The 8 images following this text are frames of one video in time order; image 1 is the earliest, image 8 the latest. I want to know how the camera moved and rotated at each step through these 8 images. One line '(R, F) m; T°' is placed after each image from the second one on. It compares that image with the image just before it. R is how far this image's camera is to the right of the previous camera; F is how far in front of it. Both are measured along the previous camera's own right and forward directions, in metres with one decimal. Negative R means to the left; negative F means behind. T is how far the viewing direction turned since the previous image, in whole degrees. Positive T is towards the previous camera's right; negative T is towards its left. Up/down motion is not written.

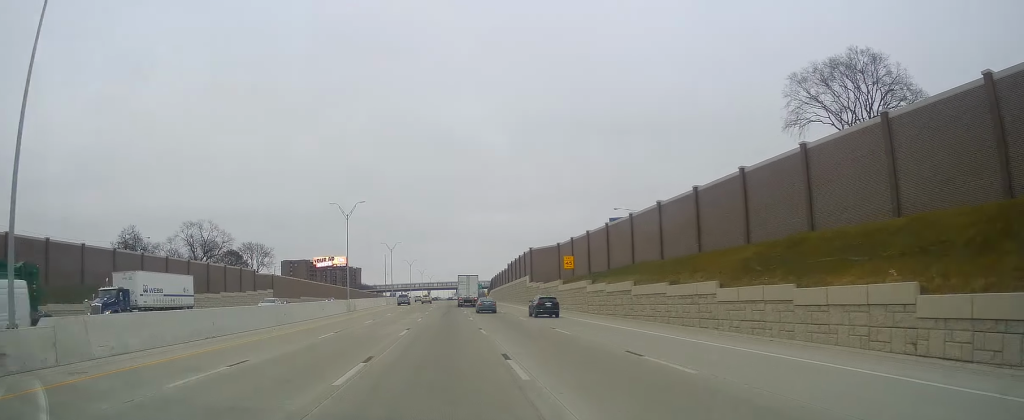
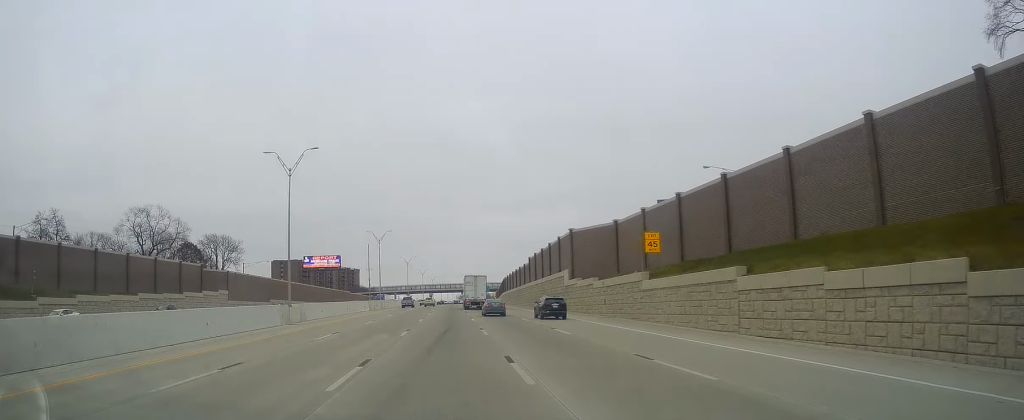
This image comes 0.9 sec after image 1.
(+0.1, +30.8) m; 0°
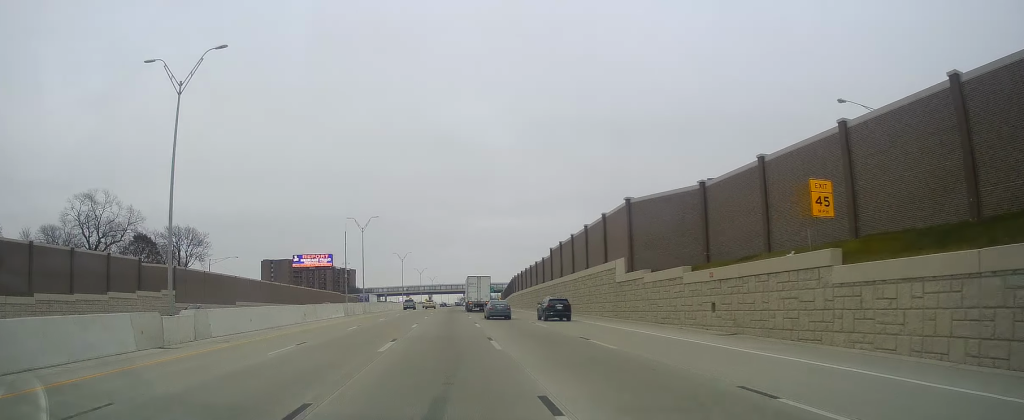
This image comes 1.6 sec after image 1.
(+0.1, +22.1) m; 0°
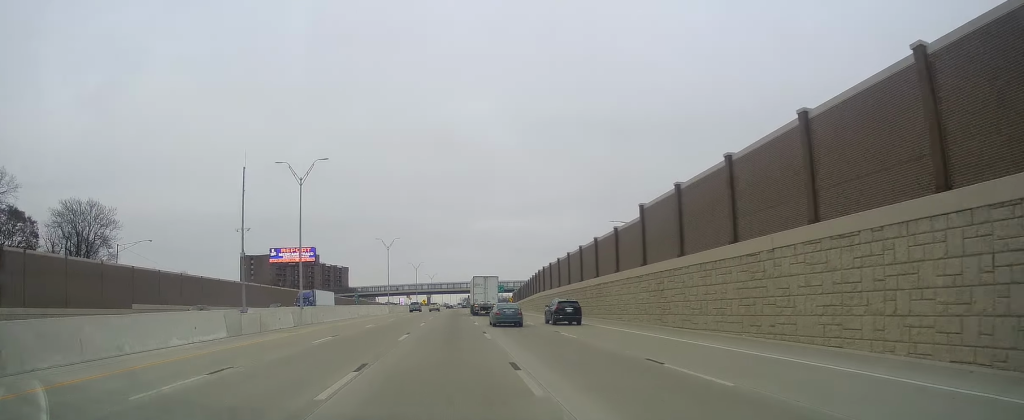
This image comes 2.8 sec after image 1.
(-0.3, +38.7) m; -1°
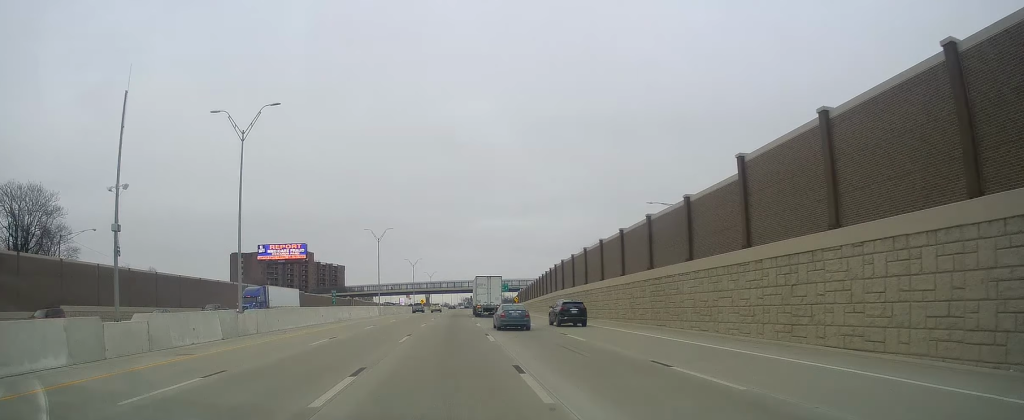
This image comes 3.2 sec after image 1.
(-0.3, +15.4) m; 0°
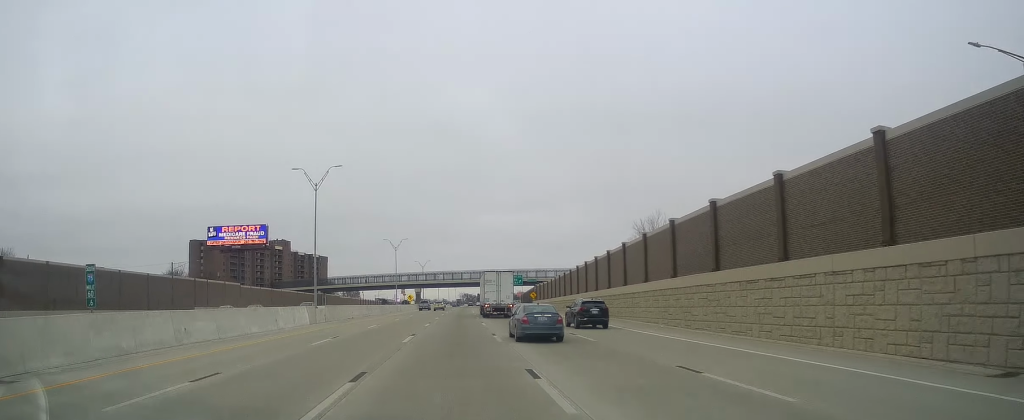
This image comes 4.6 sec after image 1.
(+0.6, +44.1) m; +1°
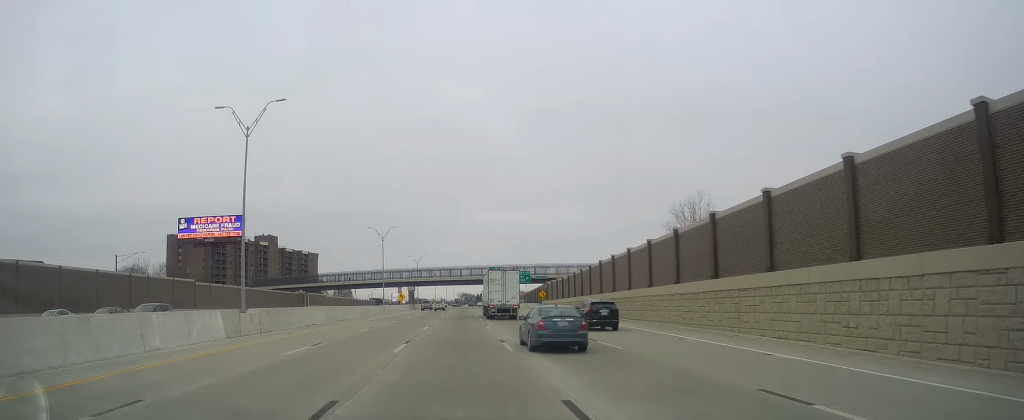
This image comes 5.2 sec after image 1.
(0.0, +18.4) m; 0°
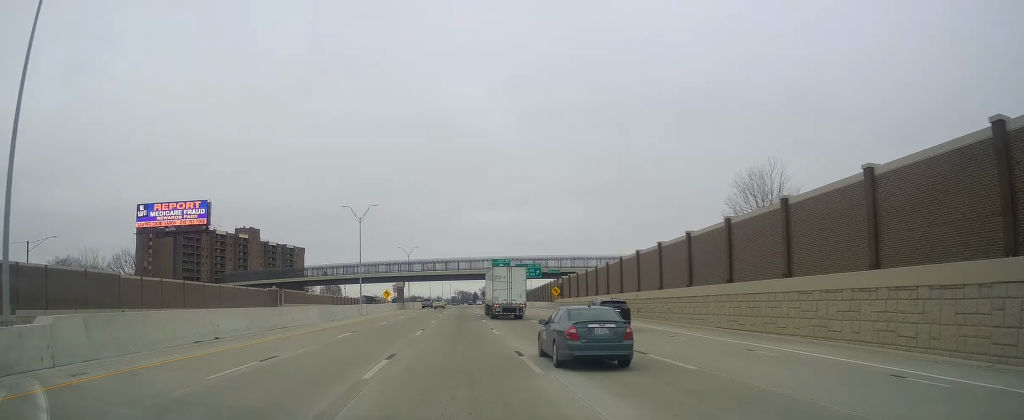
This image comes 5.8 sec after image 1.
(0.0, +20.0) m; 0°
